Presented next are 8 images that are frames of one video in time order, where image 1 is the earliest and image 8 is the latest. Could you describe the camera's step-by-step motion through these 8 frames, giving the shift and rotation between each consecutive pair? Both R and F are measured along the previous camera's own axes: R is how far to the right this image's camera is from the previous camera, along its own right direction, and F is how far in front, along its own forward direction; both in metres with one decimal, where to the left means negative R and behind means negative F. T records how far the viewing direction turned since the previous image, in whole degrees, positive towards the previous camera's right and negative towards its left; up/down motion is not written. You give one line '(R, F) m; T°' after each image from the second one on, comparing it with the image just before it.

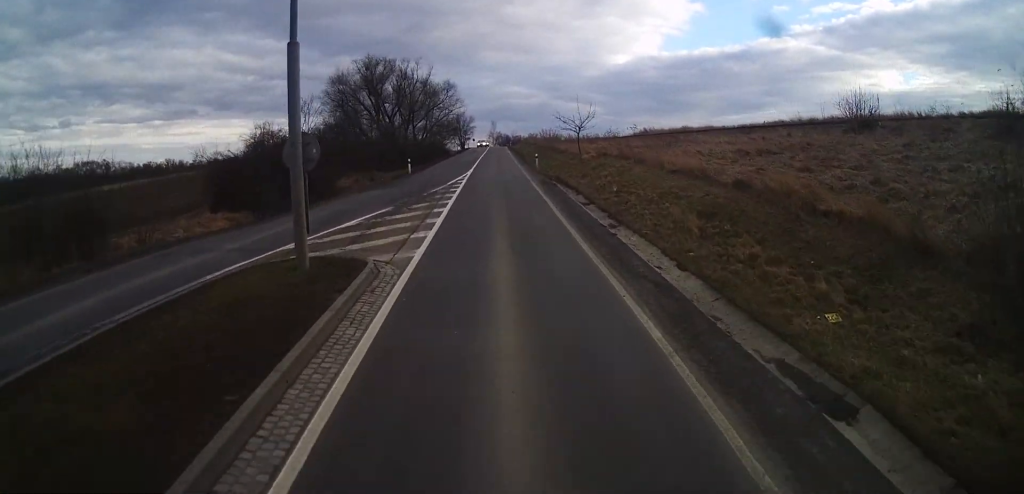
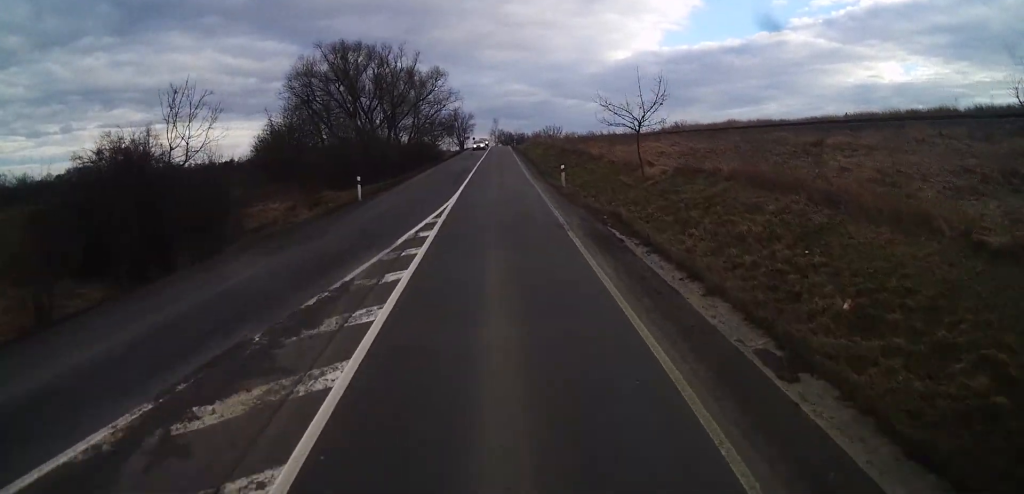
(-0.1, +14.6) m; 0°
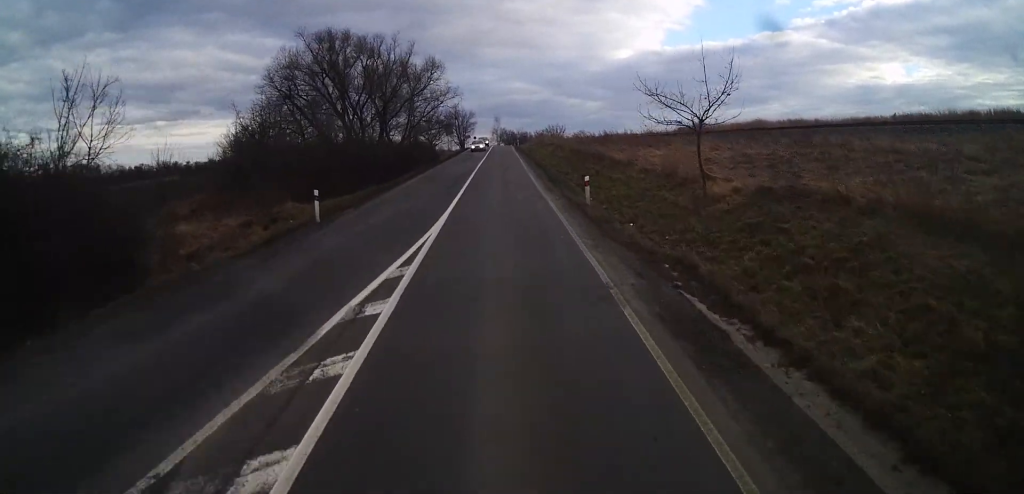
(+0.1, +6.1) m; 0°
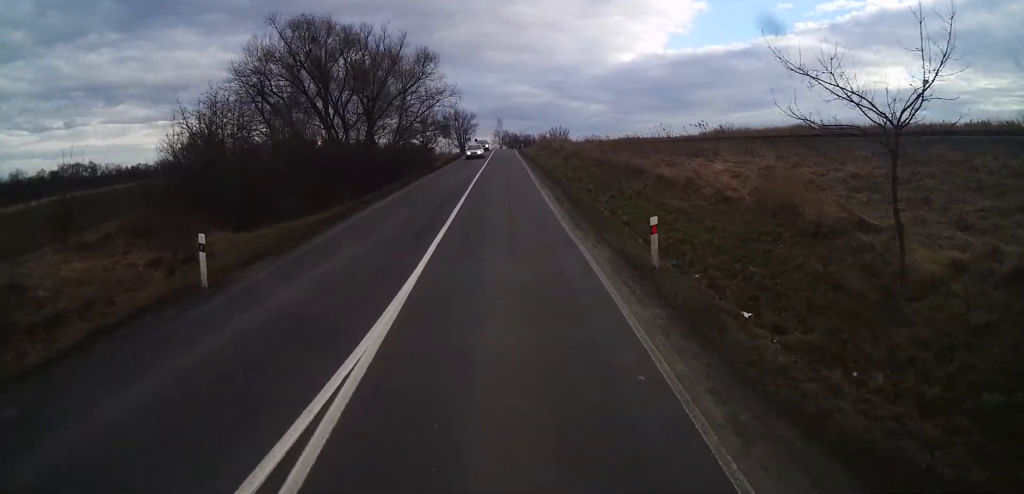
(0.0, +7.6) m; 0°
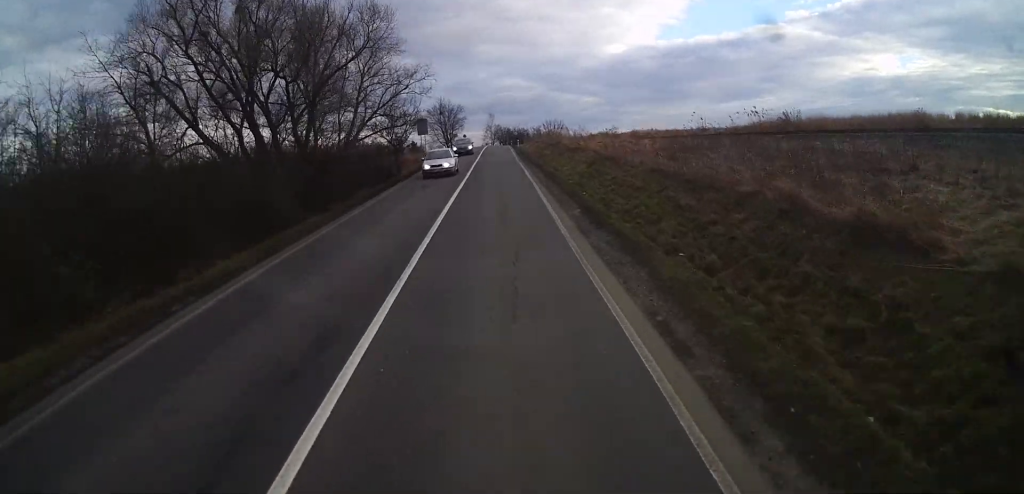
(-0.1, +15.9) m; 0°
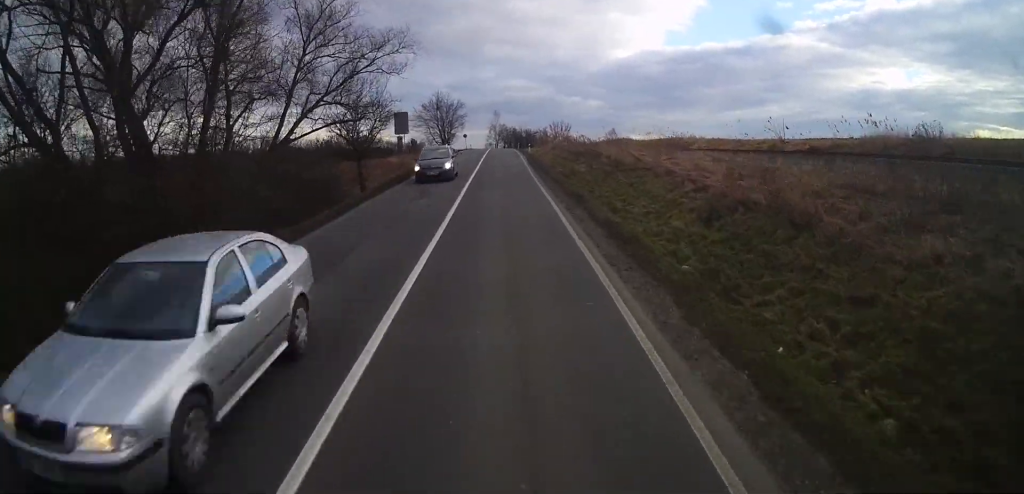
(0.0, +15.9) m; 0°
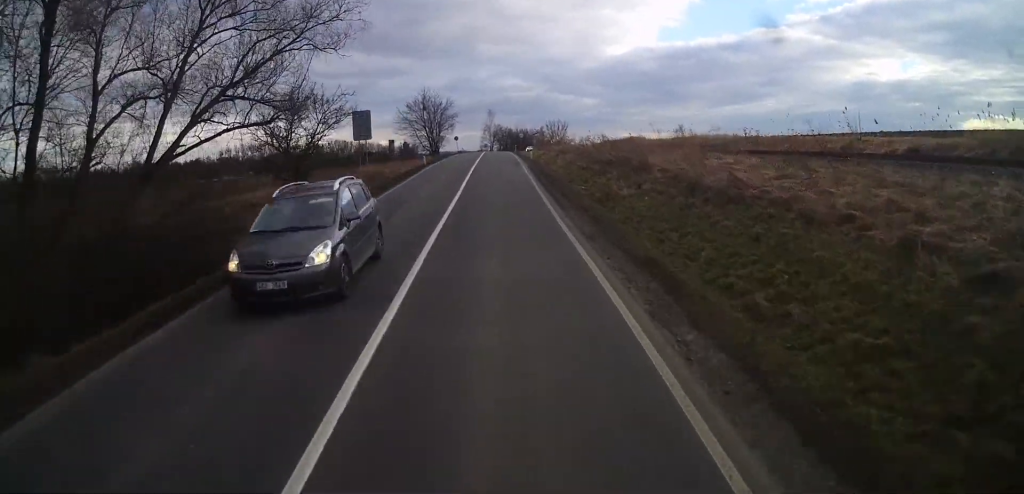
(0.0, +10.8) m; 0°
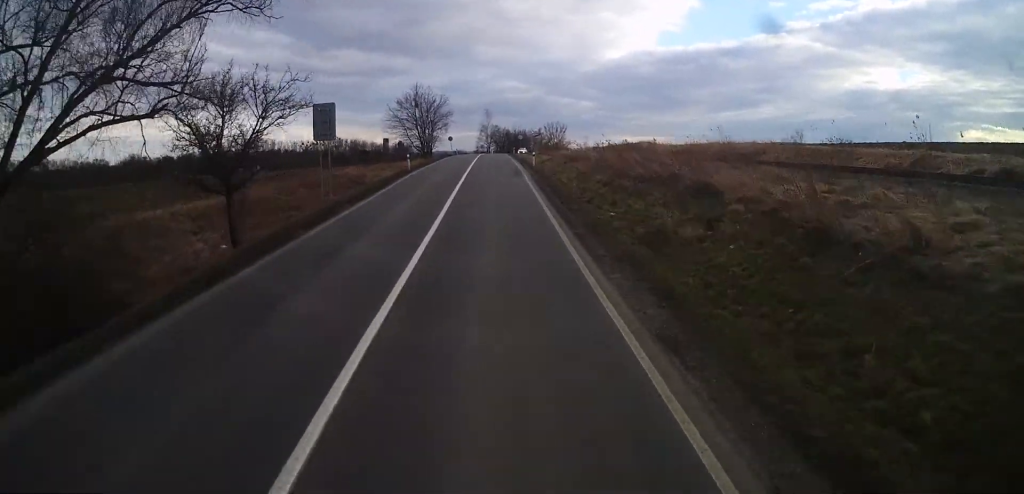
(-0.1, +6.7) m; 0°
